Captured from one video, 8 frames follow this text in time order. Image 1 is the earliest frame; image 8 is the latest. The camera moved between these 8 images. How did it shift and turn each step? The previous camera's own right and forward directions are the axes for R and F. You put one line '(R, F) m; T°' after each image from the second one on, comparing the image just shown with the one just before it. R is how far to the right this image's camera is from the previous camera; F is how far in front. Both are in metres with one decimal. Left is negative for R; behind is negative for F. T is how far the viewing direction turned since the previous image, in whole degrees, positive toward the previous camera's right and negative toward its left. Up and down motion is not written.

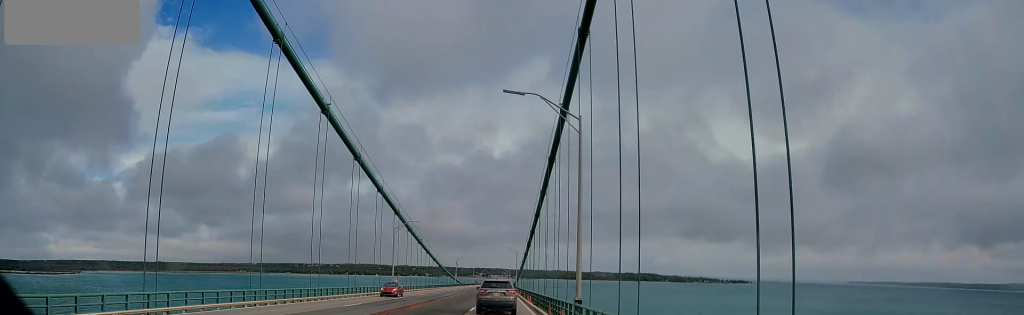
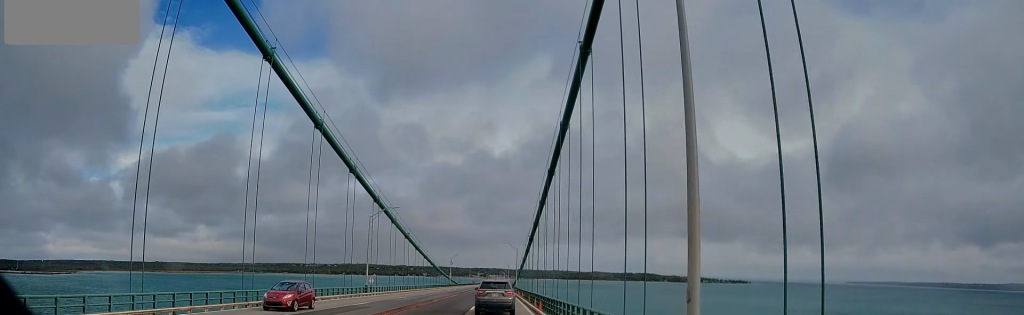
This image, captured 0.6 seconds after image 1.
(-0.2, +13.3) m; 0°
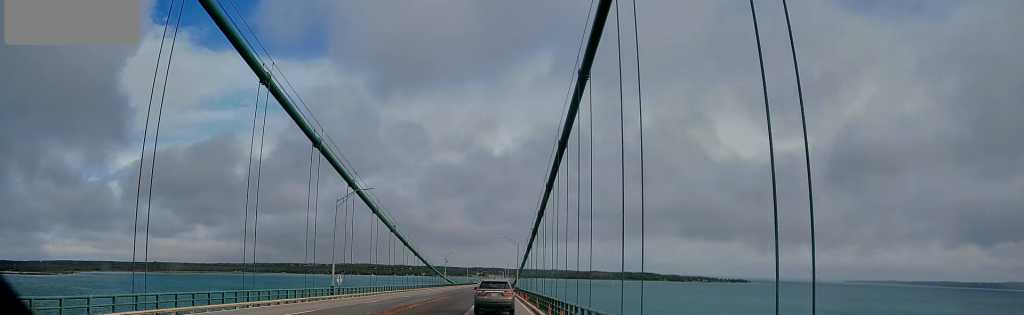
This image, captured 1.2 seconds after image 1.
(-0.4, +11.4) m; 0°
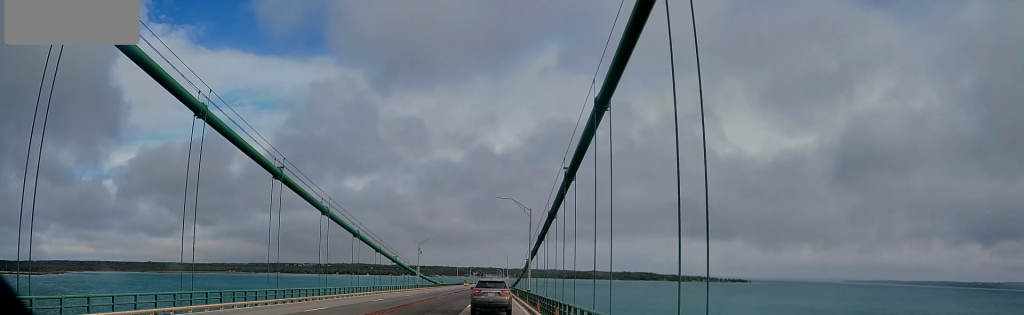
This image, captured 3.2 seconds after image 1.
(+1.1, +44.9) m; +1°
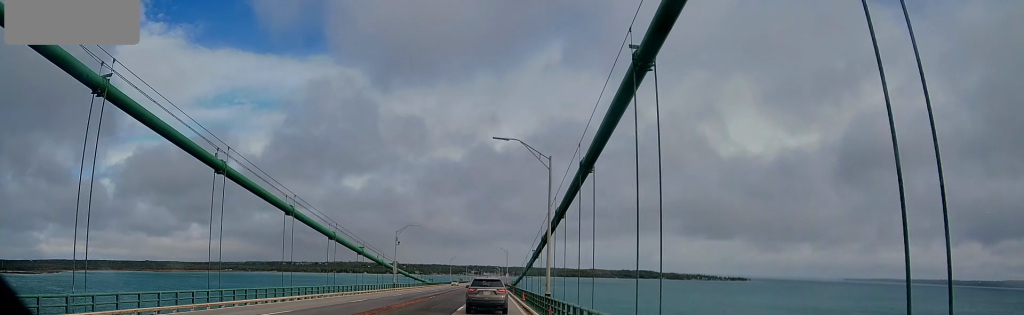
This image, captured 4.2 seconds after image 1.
(-0.1, +22.6) m; 0°
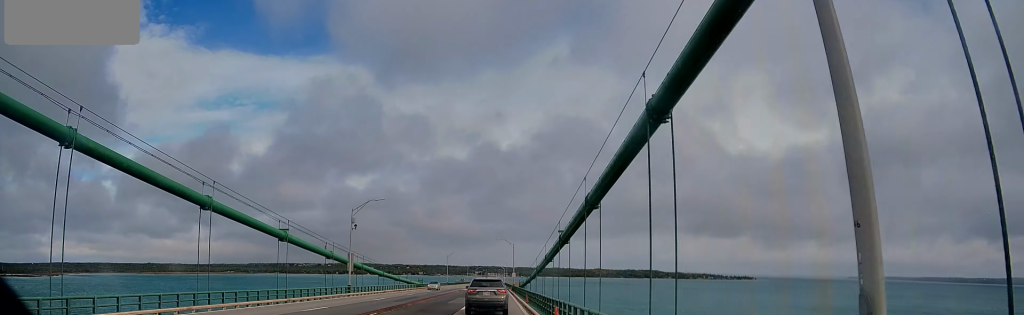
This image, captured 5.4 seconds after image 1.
(+0.1, +24.1) m; 0°
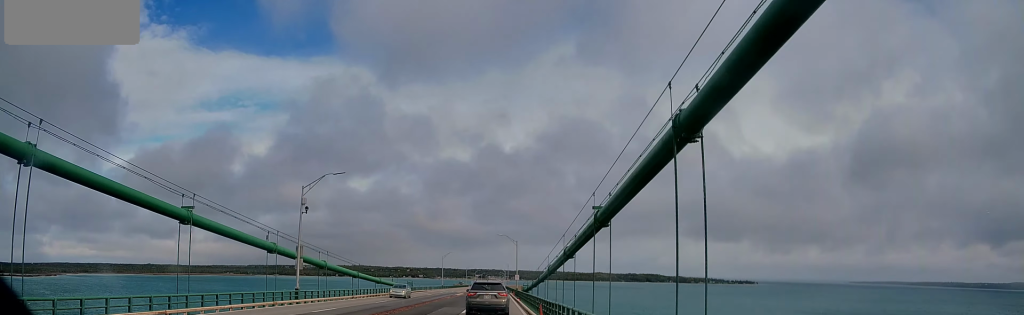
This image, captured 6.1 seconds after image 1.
(0.0, +13.8) m; 0°
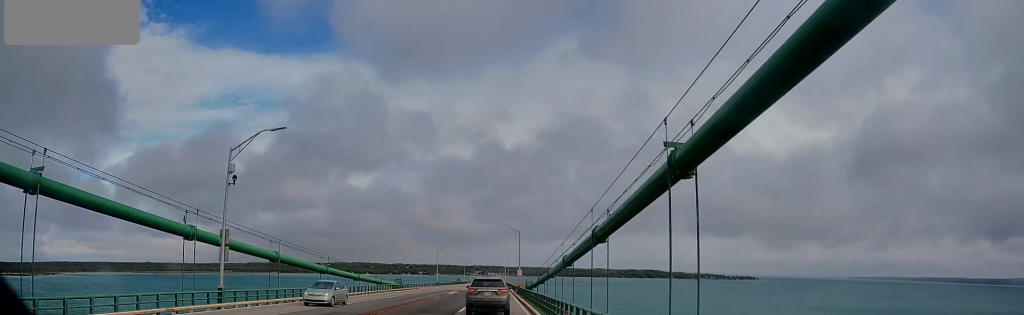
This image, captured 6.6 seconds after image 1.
(0.0, +11.1) m; 0°
